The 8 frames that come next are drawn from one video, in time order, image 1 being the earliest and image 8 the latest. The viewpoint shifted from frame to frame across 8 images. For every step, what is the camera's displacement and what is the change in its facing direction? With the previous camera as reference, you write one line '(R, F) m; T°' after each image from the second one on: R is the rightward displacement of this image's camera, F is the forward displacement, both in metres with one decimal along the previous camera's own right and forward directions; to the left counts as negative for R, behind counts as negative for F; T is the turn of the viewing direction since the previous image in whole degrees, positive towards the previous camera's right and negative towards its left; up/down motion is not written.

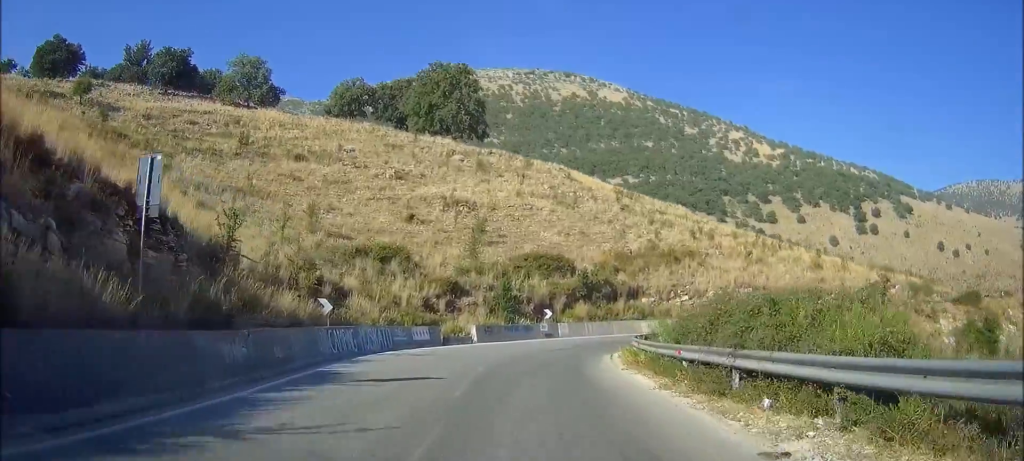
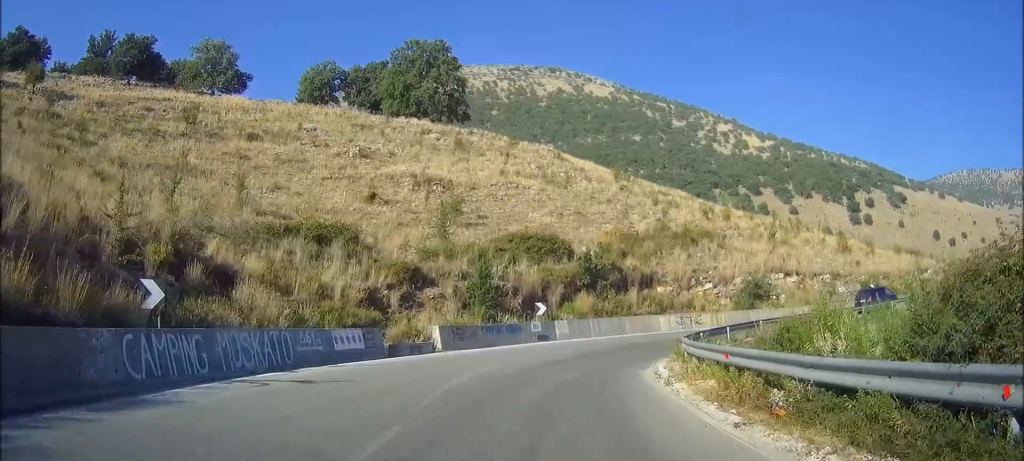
(0.0, +11.0) m; 0°
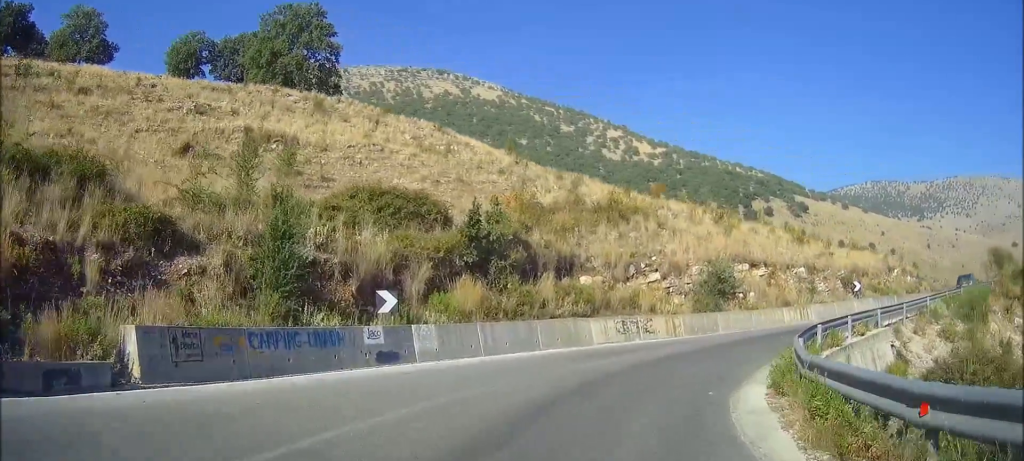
(0.0, +15.6) m; 0°
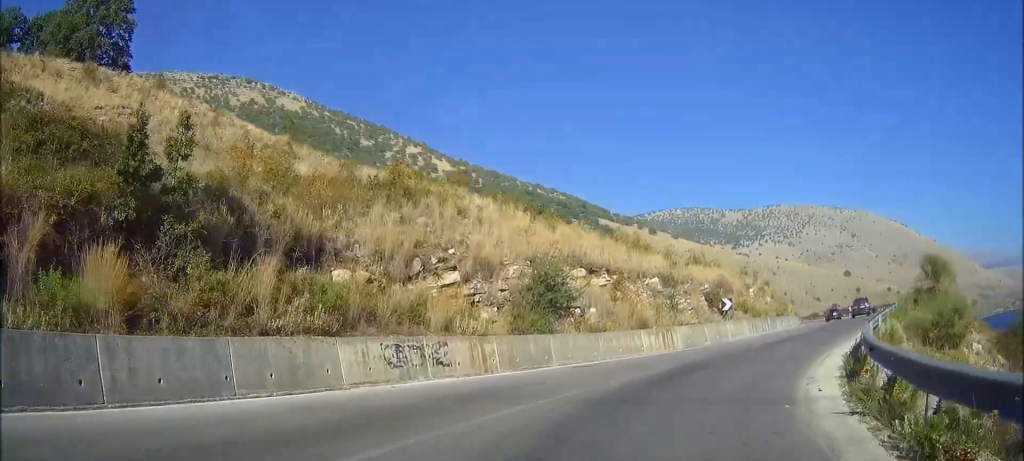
(0.0, +10.9) m; +1°
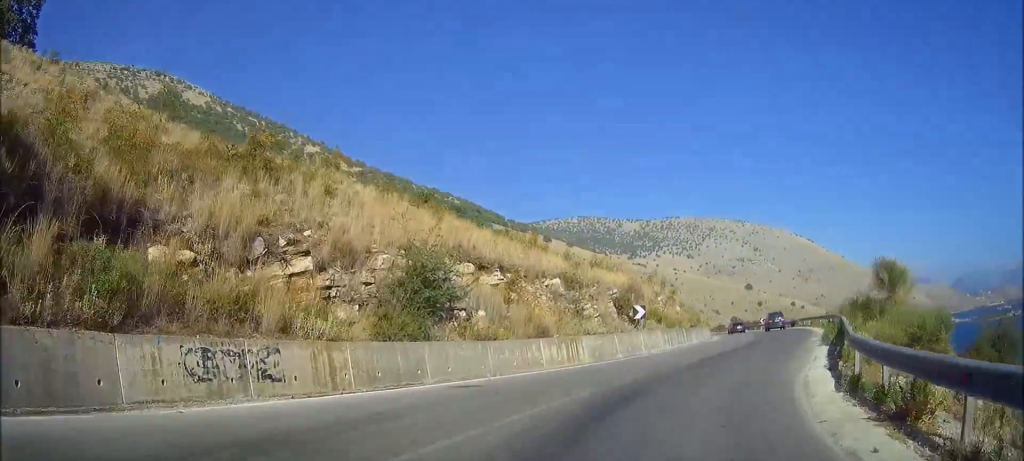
(0.0, +4.7) m; +7°
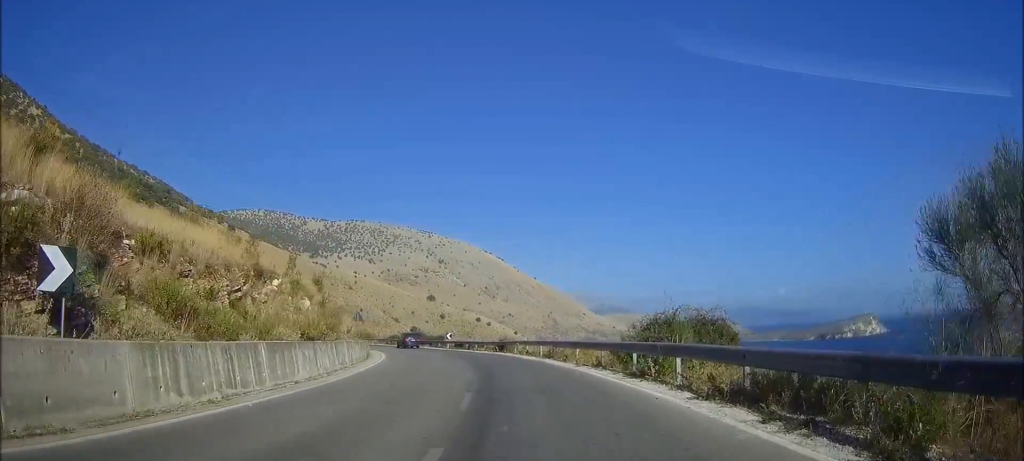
(+11.0, +18.6) m; +48°
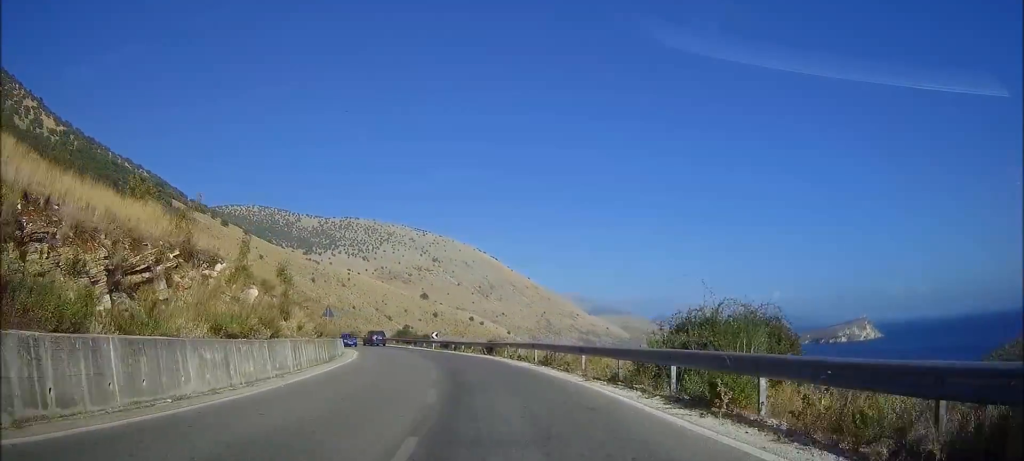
(0.0, +5.9) m; 0°
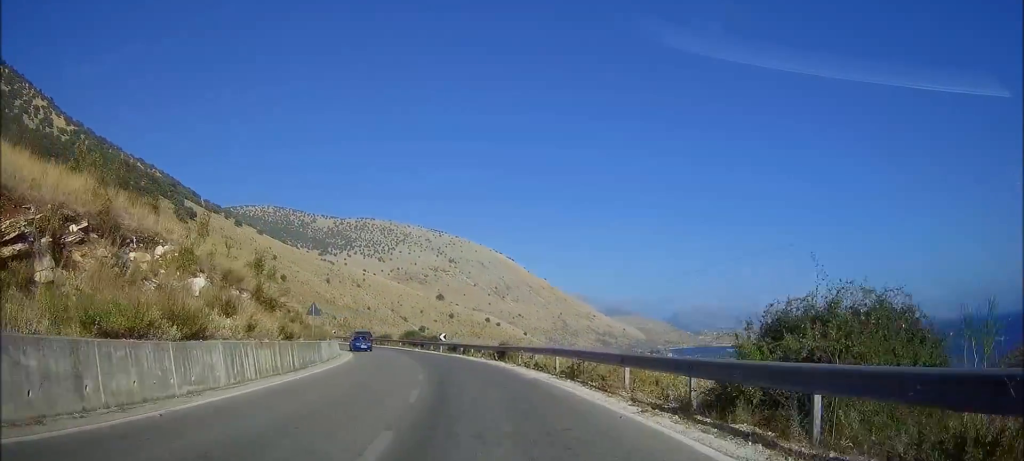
(0.0, +6.3) m; 0°
